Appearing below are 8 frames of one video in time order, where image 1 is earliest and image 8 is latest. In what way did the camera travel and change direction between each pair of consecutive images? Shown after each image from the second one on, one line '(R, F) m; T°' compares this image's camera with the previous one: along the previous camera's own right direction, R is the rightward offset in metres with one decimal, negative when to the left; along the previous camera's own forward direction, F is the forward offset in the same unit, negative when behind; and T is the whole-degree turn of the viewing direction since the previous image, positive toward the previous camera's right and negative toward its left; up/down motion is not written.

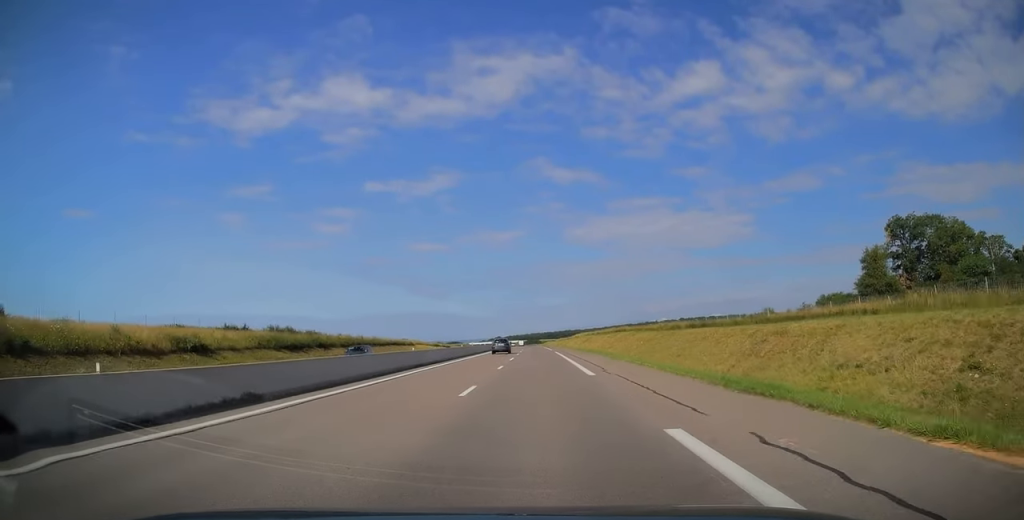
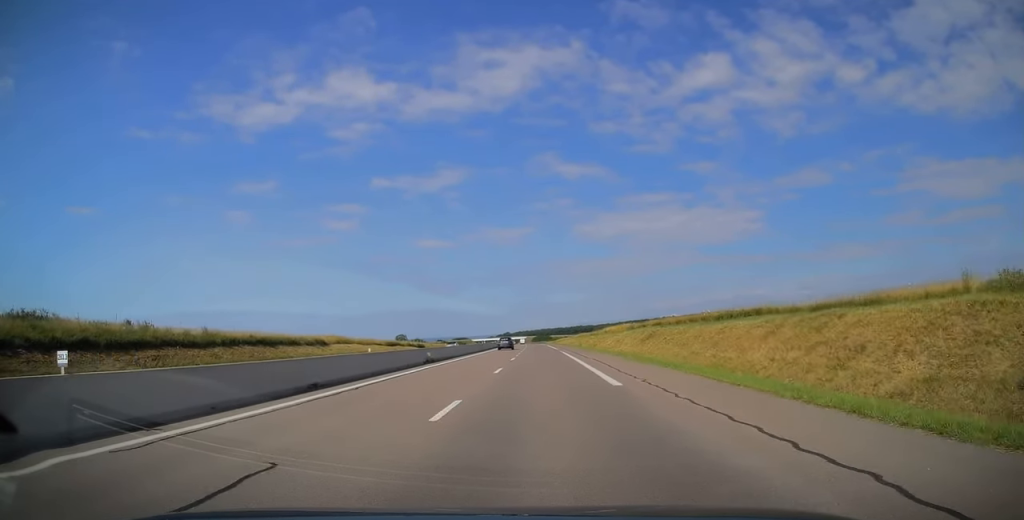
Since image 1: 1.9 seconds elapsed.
(0.0, +55.4) m; 0°
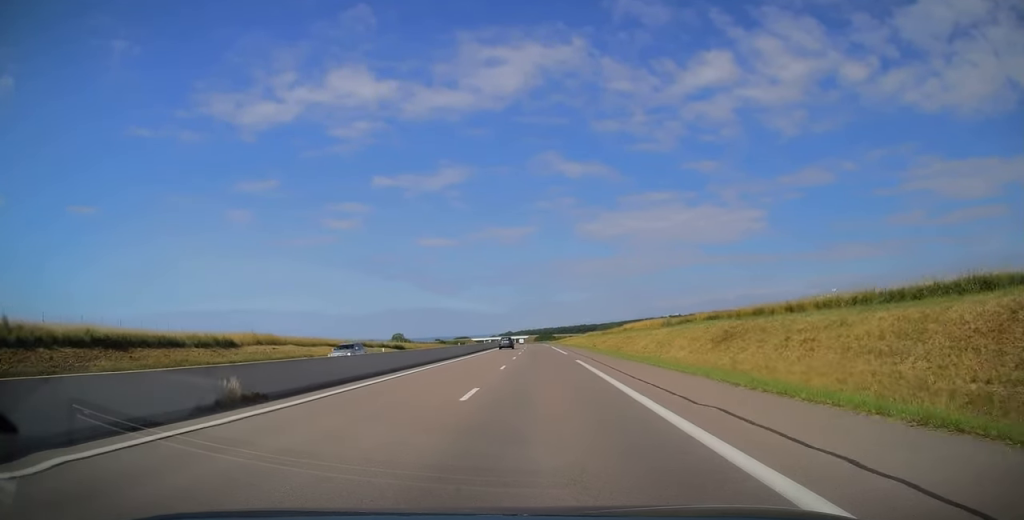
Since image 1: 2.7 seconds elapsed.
(0.0, +21.9) m; 0°
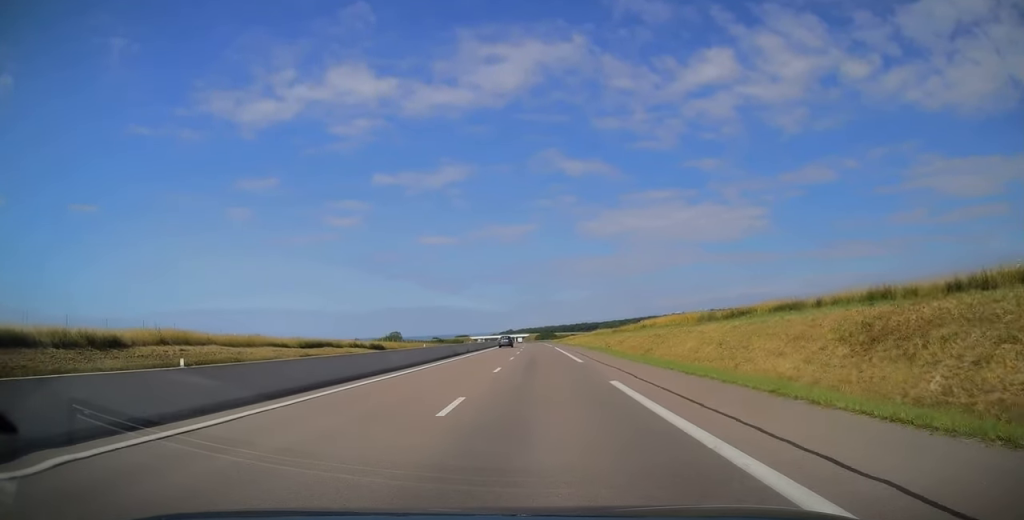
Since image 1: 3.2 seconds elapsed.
(+0.1, +14.8) m; 0°
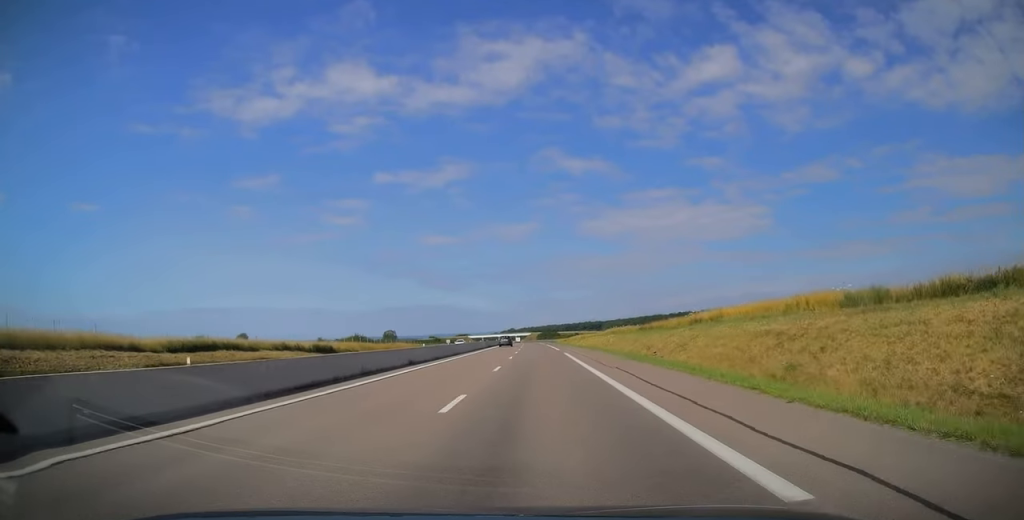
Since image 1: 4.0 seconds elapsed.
(-0.3, +23.4) m; -1°
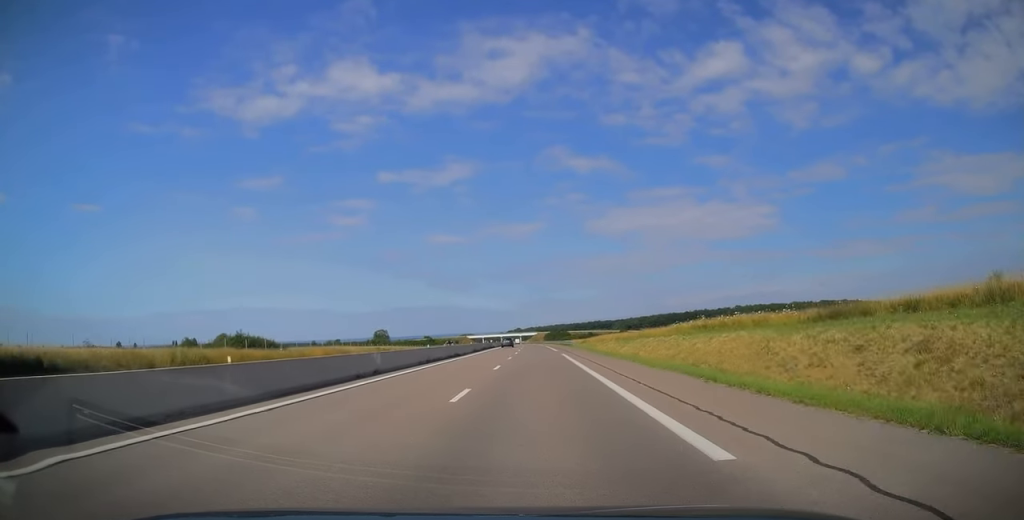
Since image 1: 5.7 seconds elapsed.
(-0.3, +43.5) m; -1°
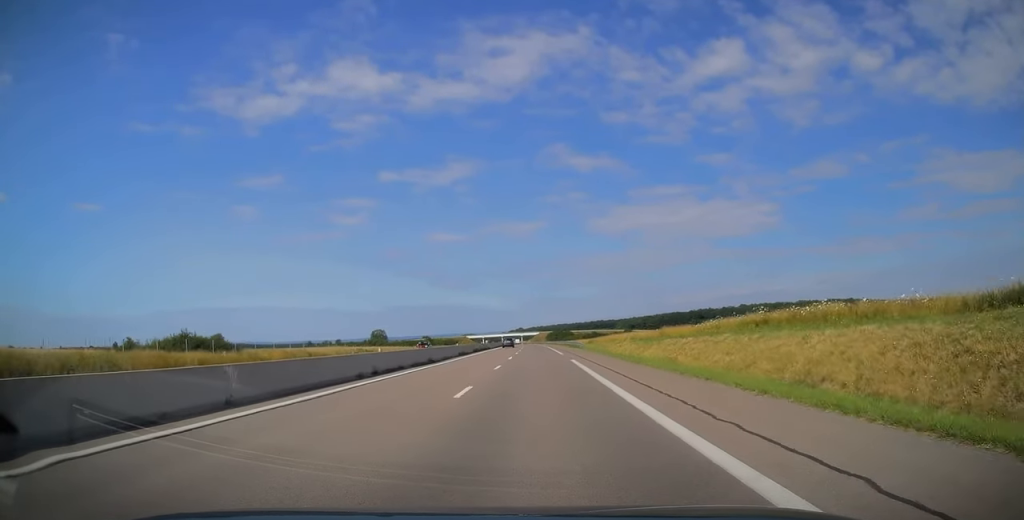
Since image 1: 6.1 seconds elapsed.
(0.0, +10.0) m; 0°
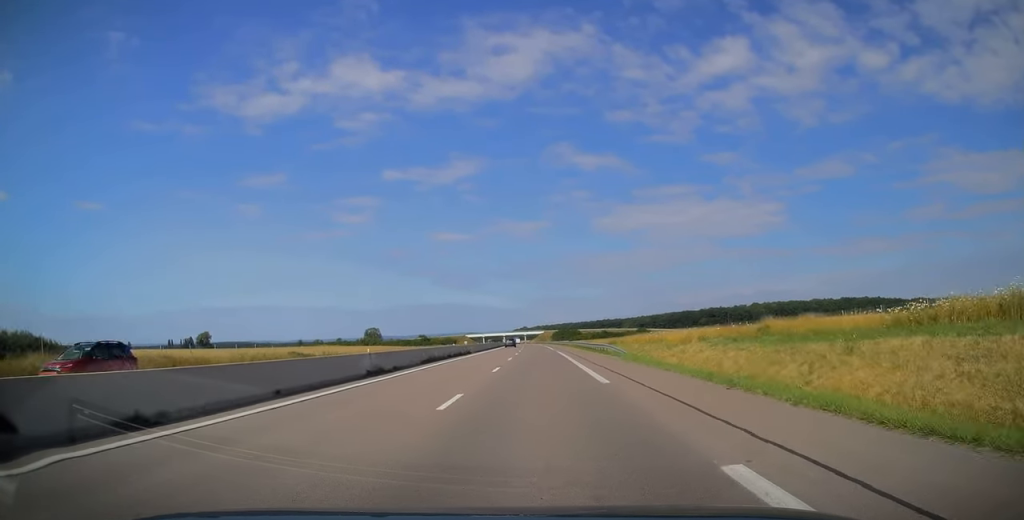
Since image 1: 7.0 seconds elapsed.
(-0.1, +23.4) m; -1°
